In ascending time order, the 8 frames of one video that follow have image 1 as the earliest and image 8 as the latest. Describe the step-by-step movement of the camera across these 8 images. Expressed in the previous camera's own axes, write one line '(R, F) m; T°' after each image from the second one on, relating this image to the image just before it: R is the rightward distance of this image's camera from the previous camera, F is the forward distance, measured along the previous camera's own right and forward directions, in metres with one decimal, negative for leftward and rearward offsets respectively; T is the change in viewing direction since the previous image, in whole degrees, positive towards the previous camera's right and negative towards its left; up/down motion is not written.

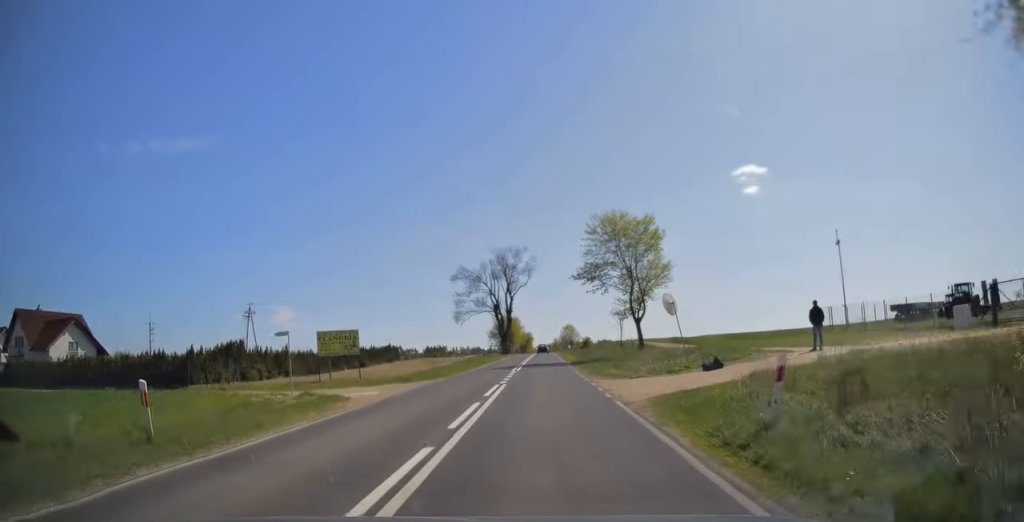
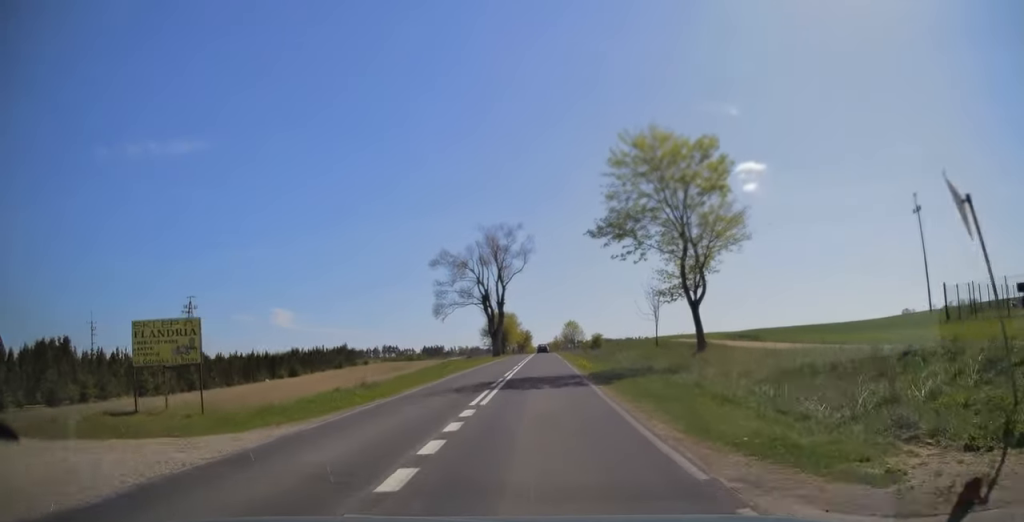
(-0.1, +17.0) m; 0°
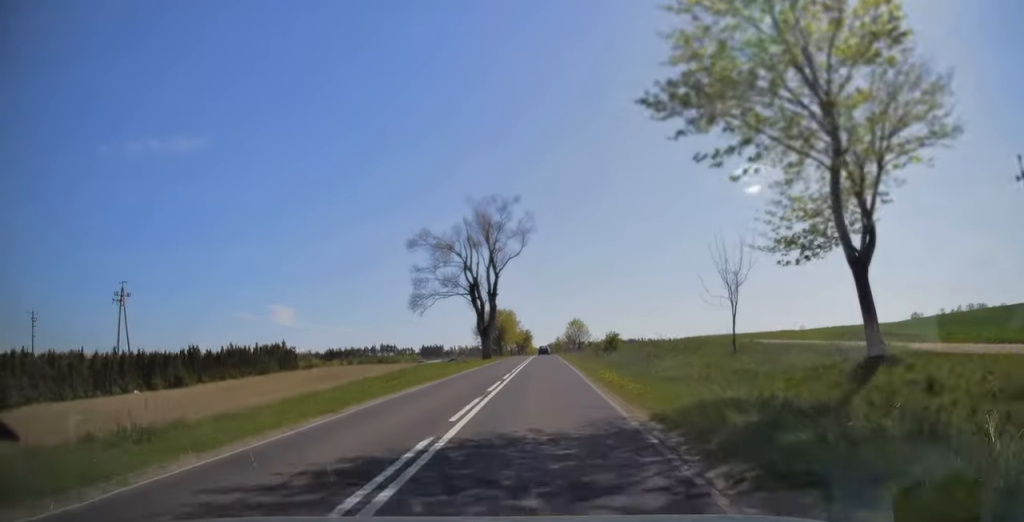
(0.0, +14.8) m; 0°
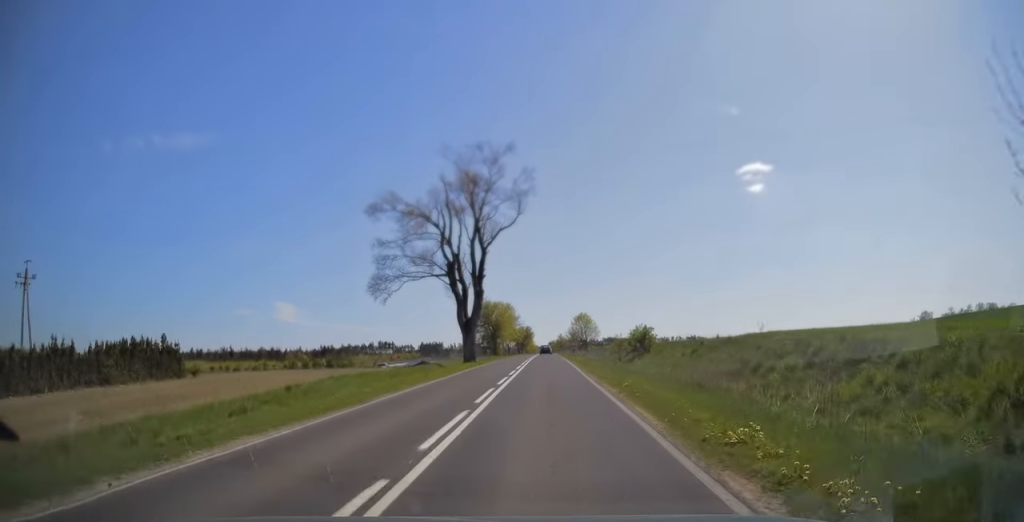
(0.0, +15.7) m; 0°
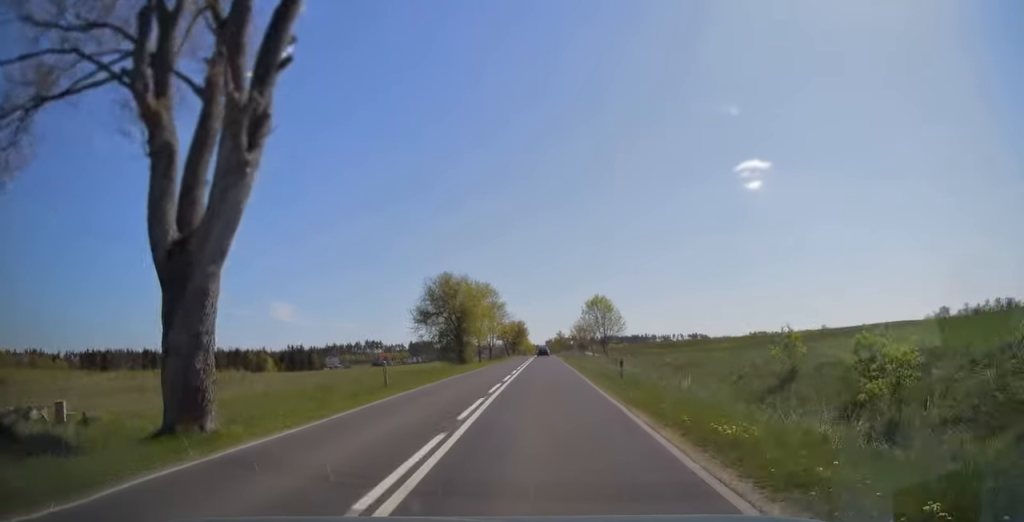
(0.0, +38.5) m; 0°
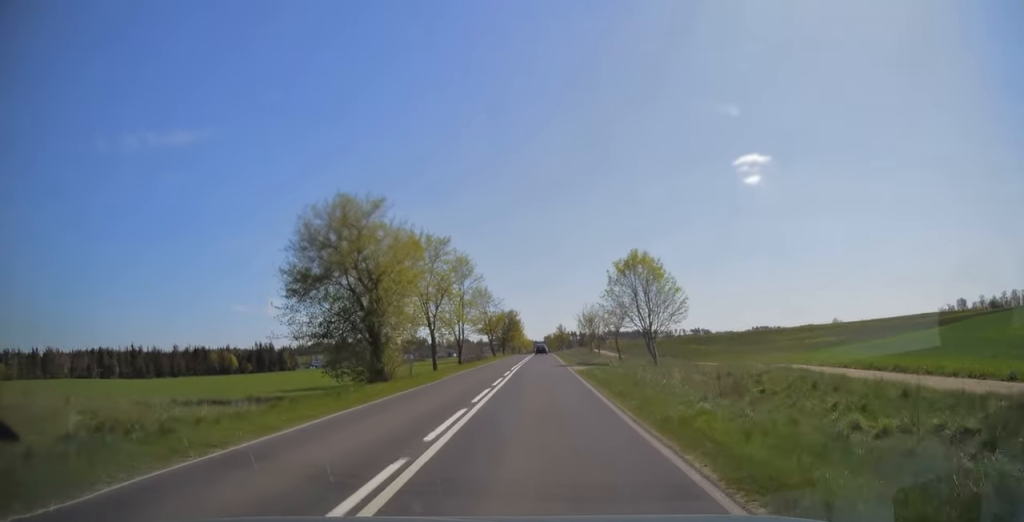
(0.0, +31.8) m; 0°
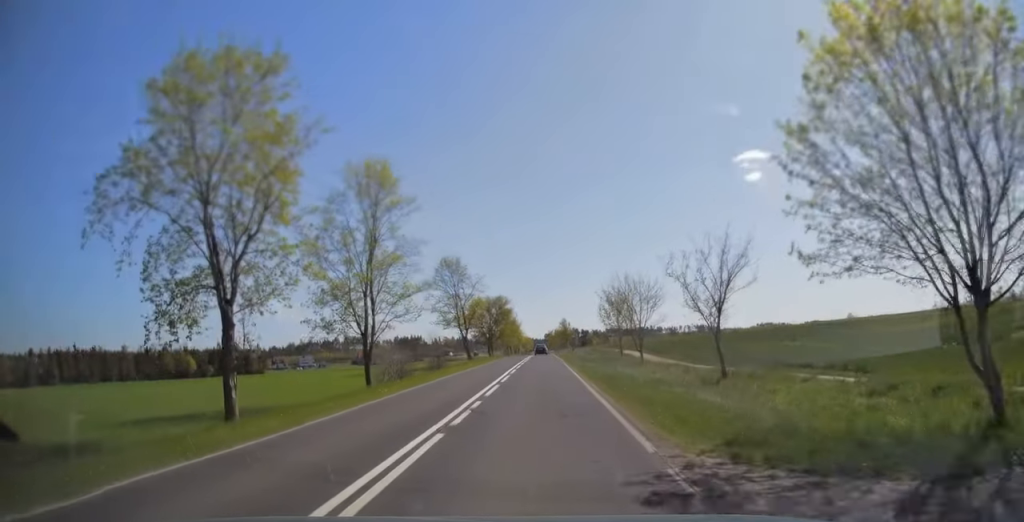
(-0.1, +32.0) m; 0°
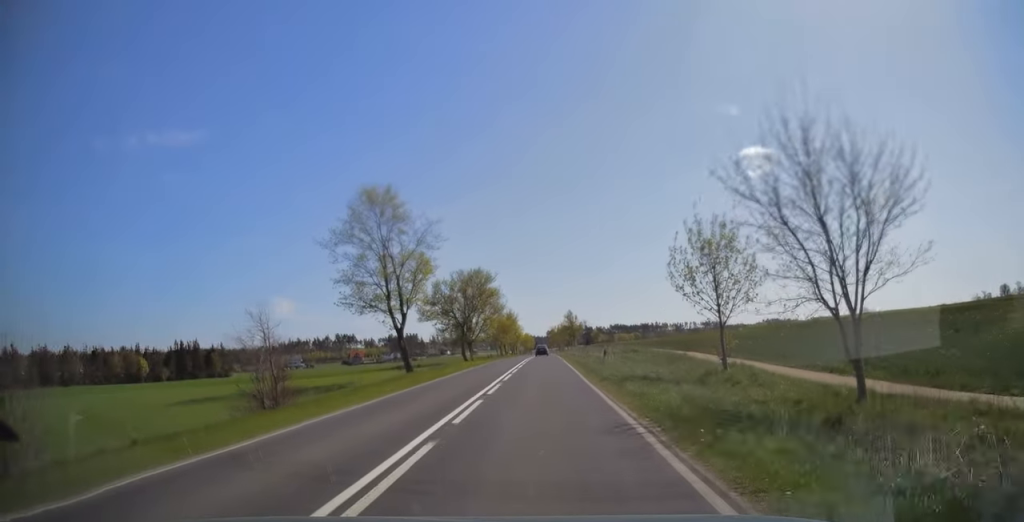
(+0.1, +29.8) m; 0°
